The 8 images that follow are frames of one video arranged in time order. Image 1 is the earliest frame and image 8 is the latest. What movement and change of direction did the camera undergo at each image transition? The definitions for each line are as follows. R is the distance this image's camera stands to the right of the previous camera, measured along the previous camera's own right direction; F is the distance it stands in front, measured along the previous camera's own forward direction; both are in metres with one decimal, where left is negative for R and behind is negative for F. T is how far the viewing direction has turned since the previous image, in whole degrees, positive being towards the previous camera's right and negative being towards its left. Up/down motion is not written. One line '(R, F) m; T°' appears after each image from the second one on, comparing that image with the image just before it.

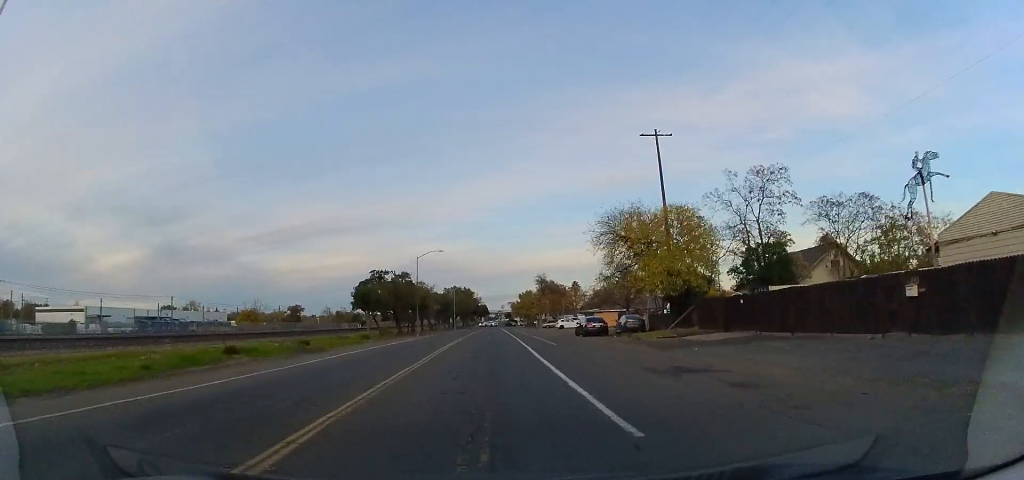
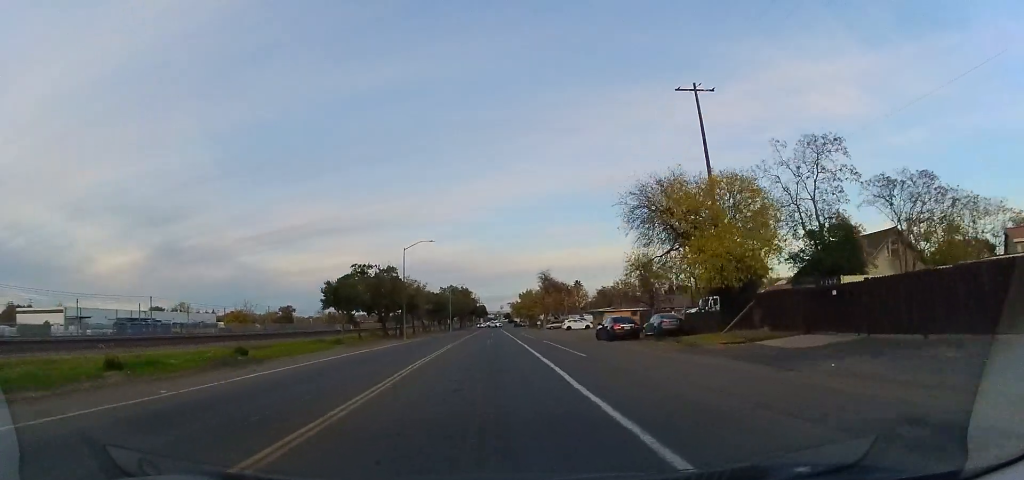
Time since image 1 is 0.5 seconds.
(+0.3, +8.4) m; +1°
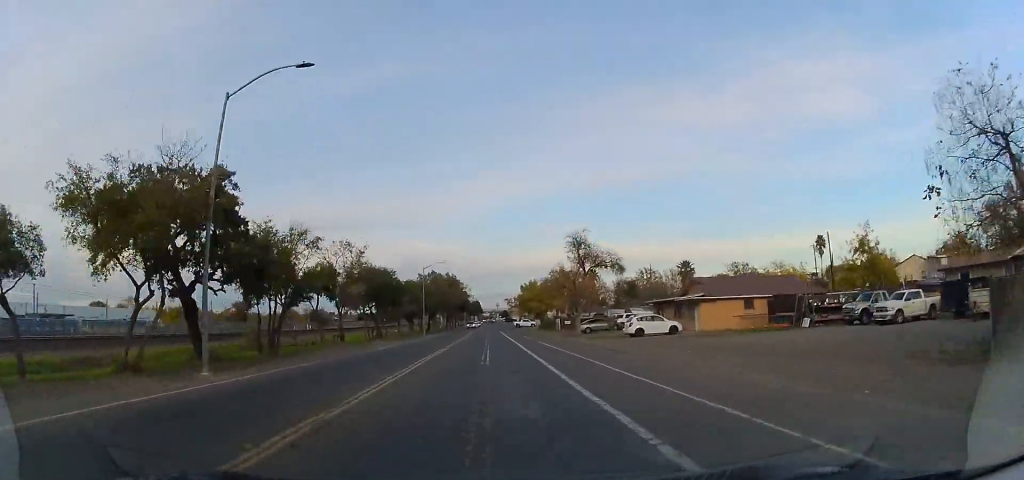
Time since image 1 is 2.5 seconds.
(+0.7, +36.6) m; +1°
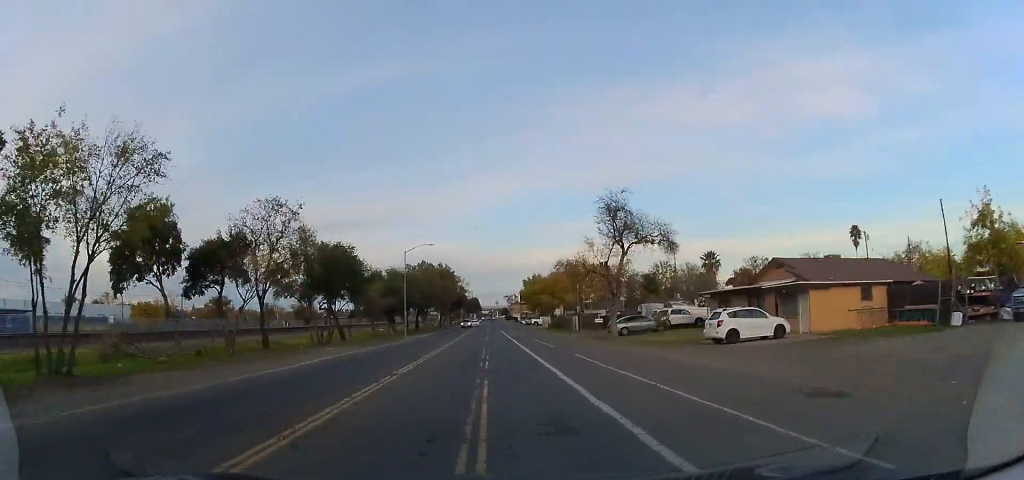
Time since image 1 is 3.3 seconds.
(-0.4, +15.2) m; 0°
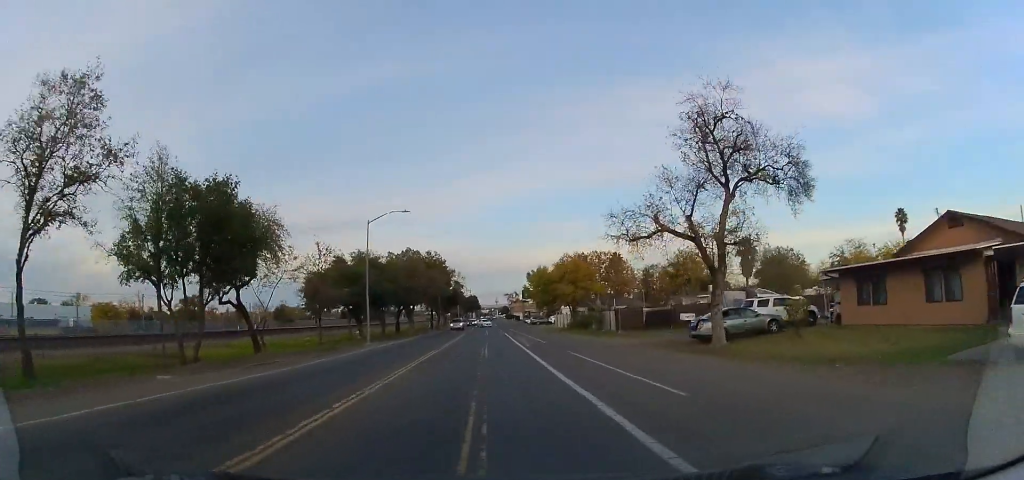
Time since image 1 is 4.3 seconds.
(+0.3, +17.1) m; +1°
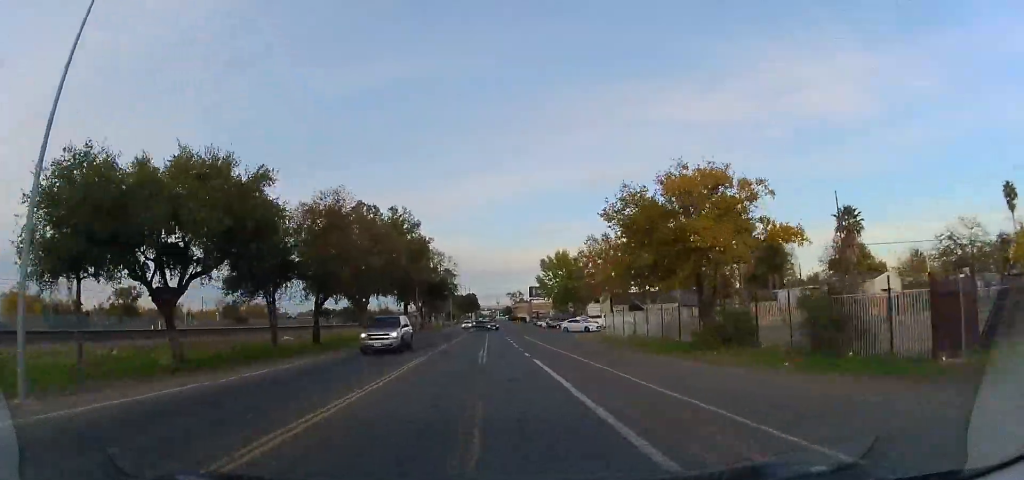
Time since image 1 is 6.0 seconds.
(+0.4, +31.3) m; 0°
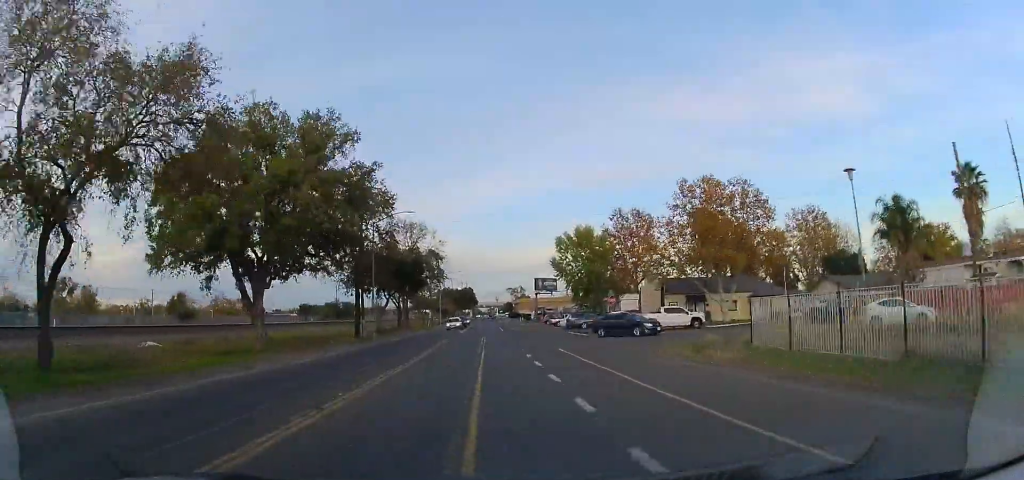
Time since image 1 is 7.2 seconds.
(-0.2, +23.1) m; -1°
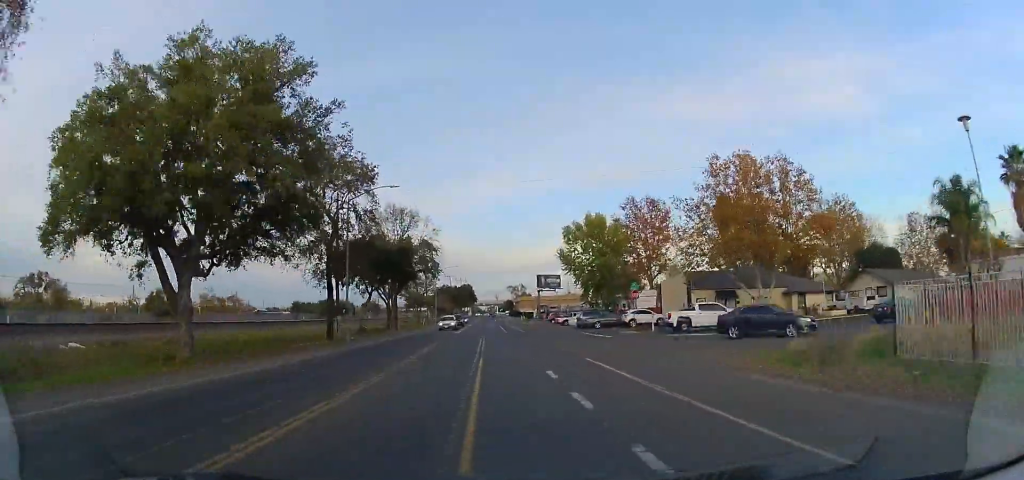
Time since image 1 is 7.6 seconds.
(0.0, +7.3) m; 0°
